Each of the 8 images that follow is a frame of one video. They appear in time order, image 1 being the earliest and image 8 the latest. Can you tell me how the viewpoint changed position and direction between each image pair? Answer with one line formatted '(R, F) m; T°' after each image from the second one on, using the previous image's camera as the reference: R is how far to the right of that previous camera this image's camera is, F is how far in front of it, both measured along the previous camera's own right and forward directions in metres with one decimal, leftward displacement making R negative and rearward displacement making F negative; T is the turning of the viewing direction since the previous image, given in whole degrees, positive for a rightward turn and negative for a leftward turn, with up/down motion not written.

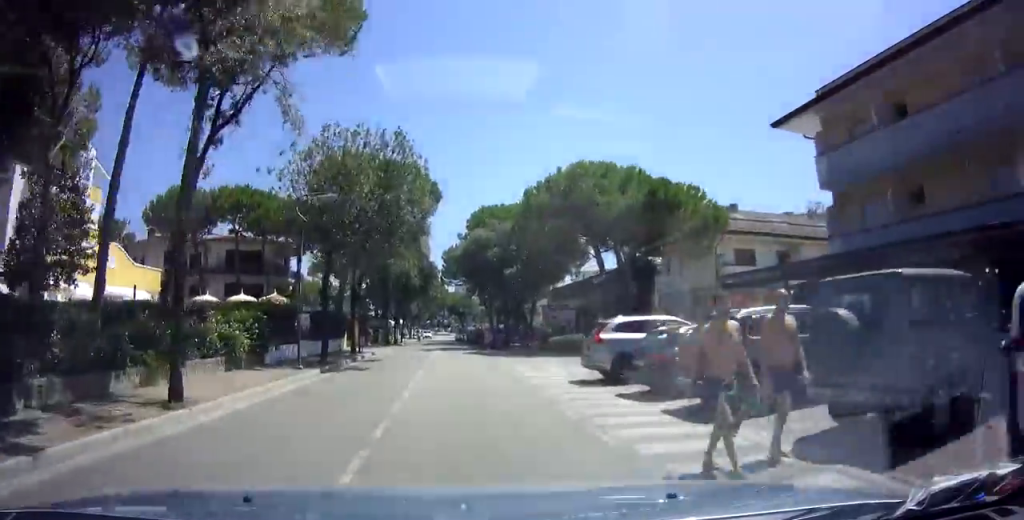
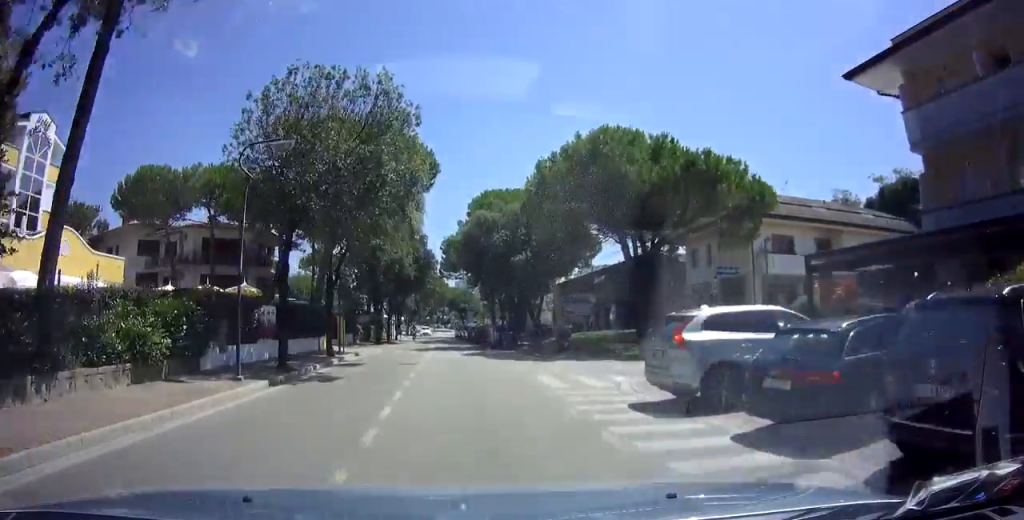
(0.0, +5.2) m; -1°
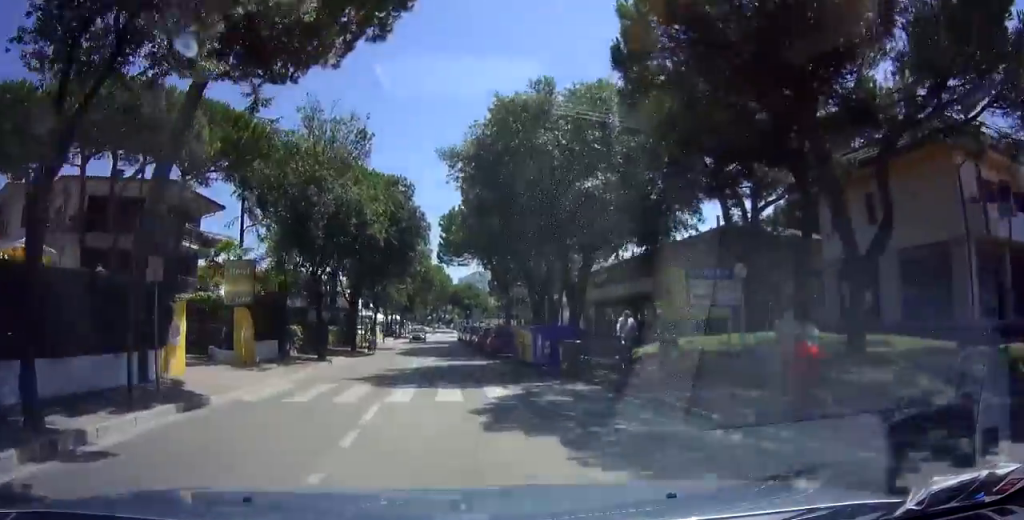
(+0.2, +17.0) m; +2°
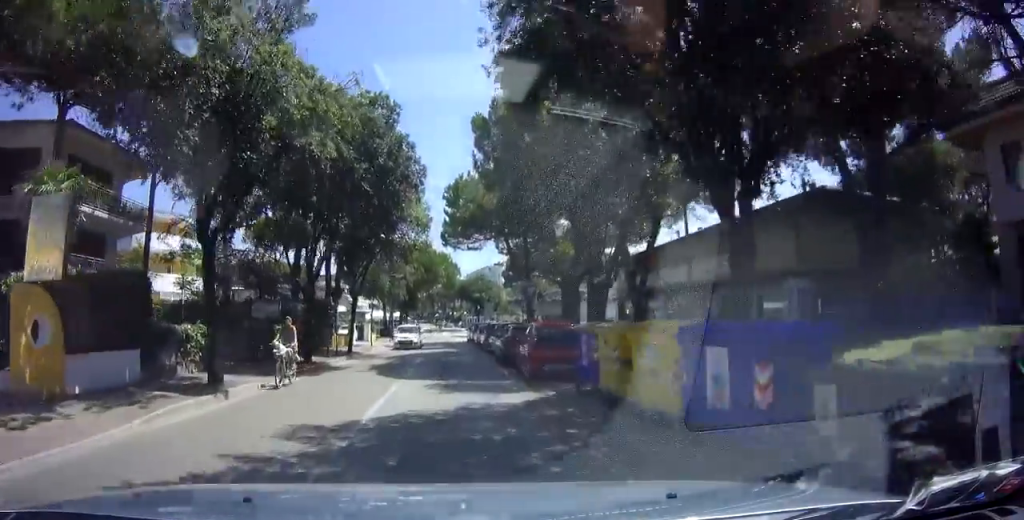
(+0.1, +10.4) m; -1°
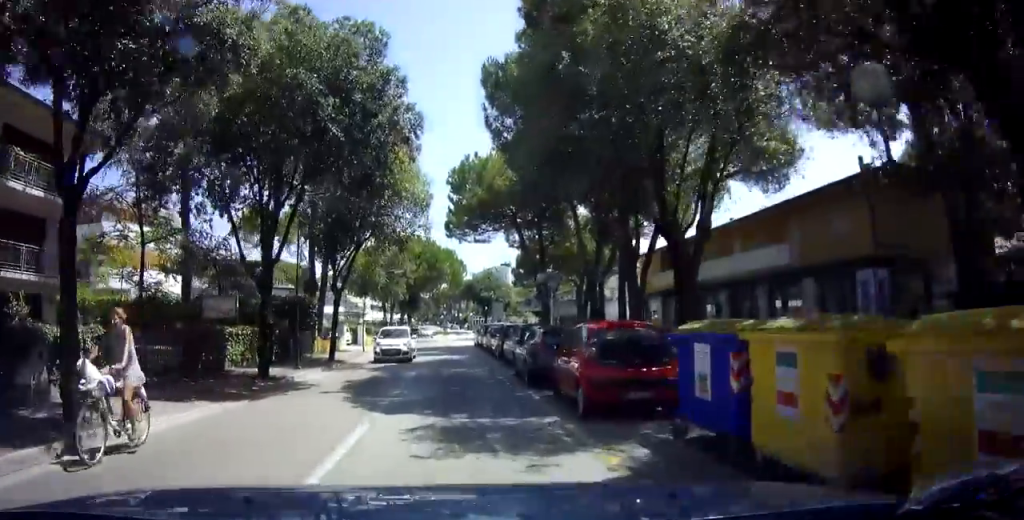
(-0.1, +4.9) m; -1°
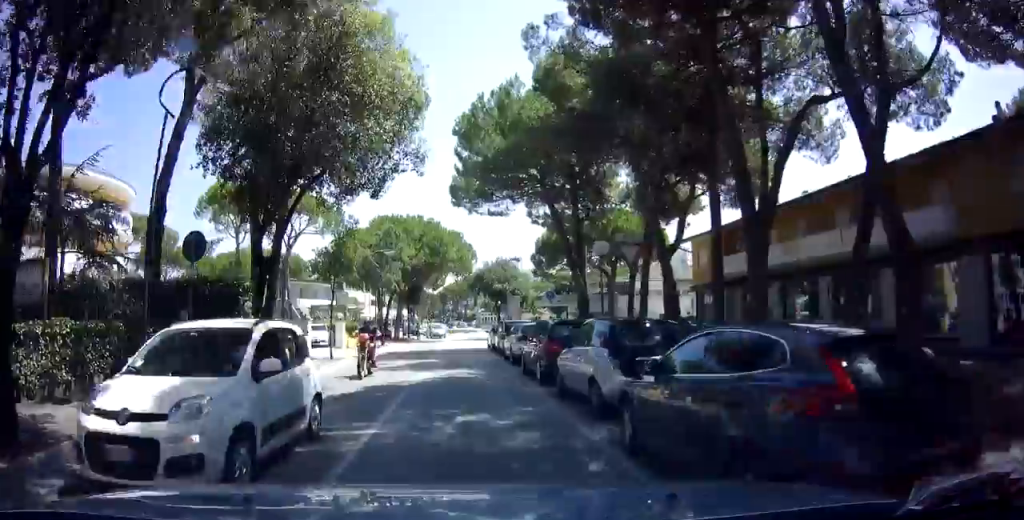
(0.0, +9.4) m; 0°
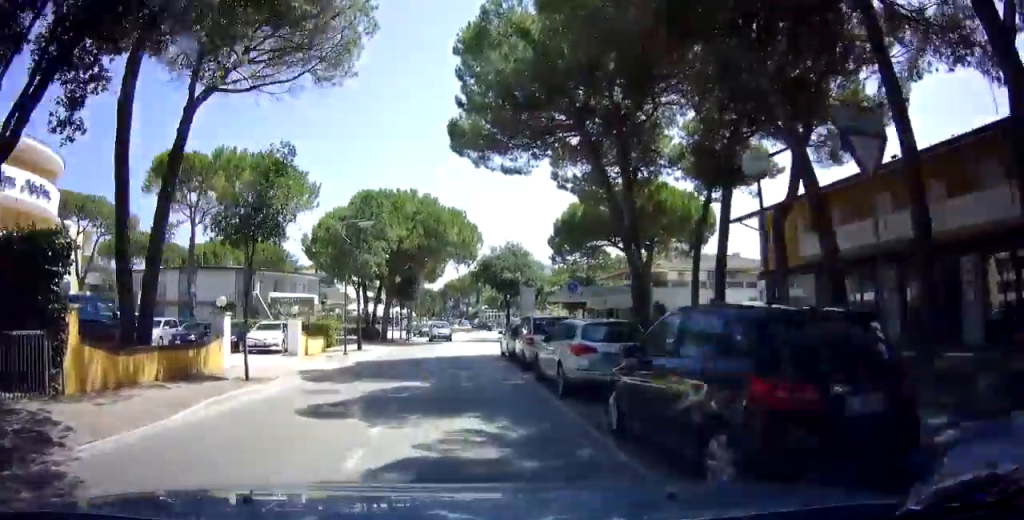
(+0.1, +8.8) m; +1°
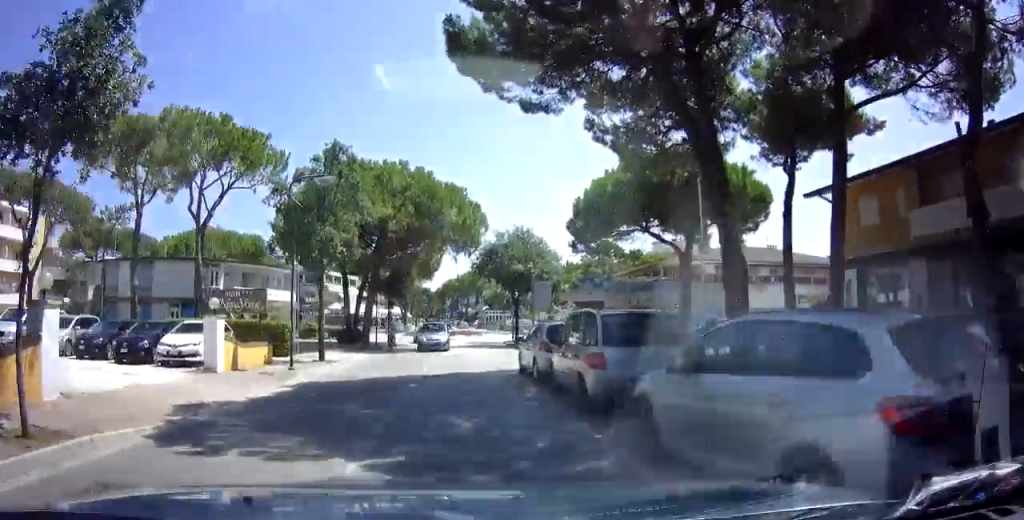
(0.0, +6.7) m; +2°
